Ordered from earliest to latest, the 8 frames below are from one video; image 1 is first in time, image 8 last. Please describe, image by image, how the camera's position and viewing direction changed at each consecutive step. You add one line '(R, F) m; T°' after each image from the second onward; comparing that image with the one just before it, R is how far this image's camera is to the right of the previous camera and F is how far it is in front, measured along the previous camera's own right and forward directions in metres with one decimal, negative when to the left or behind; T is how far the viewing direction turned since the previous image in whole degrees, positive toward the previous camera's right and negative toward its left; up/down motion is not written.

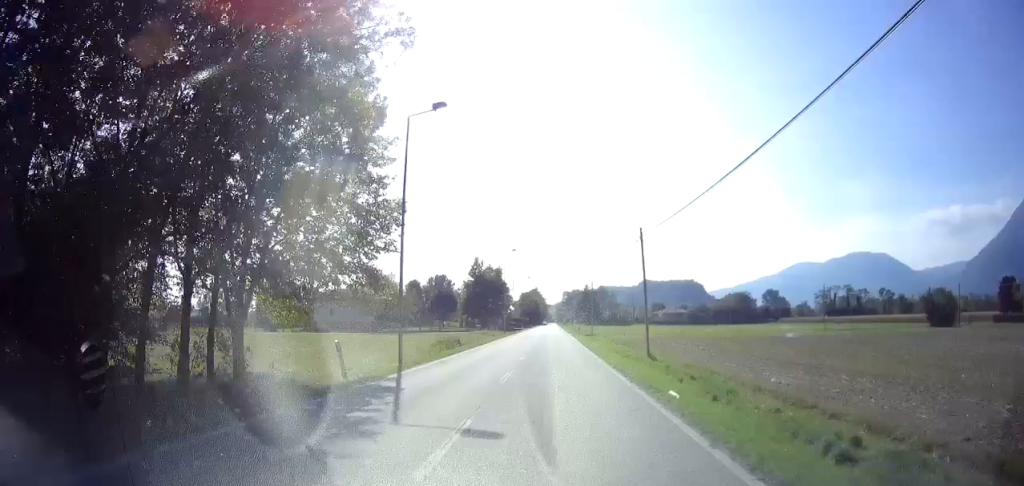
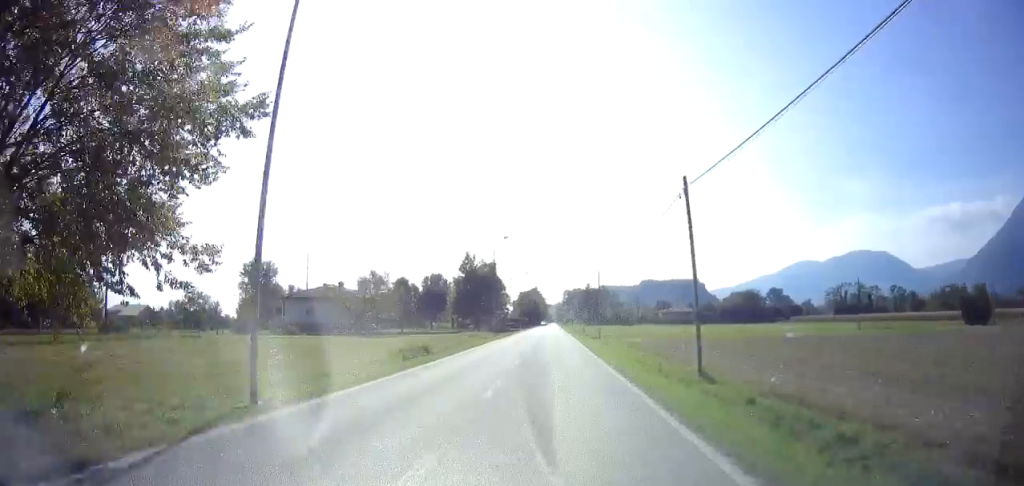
(0.0, +9.3) m; 0°
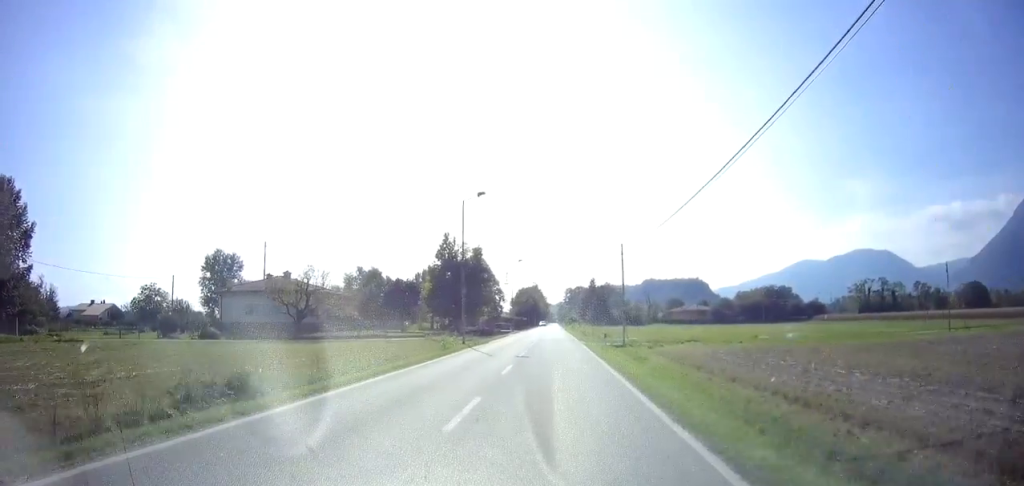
(-0.1, +17.4) m; 0°
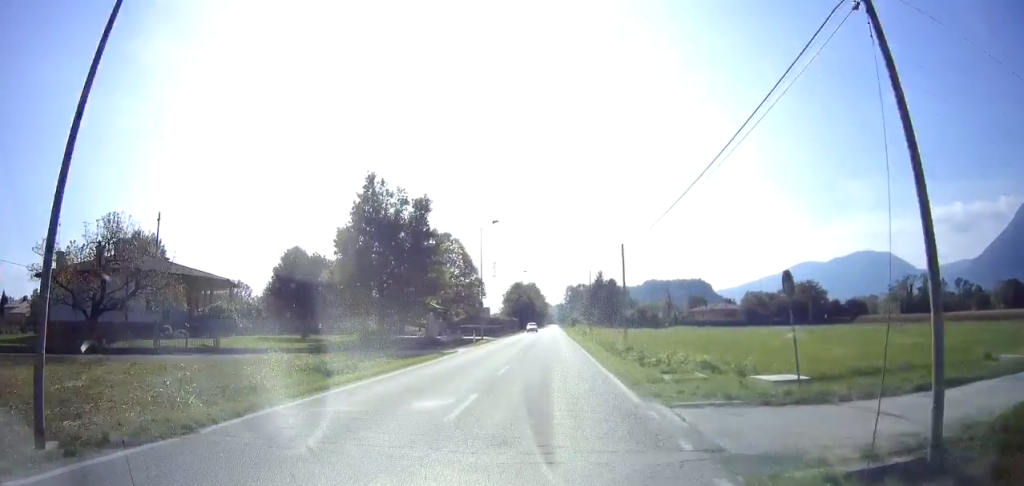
(0.0, +29.0) m; 0°
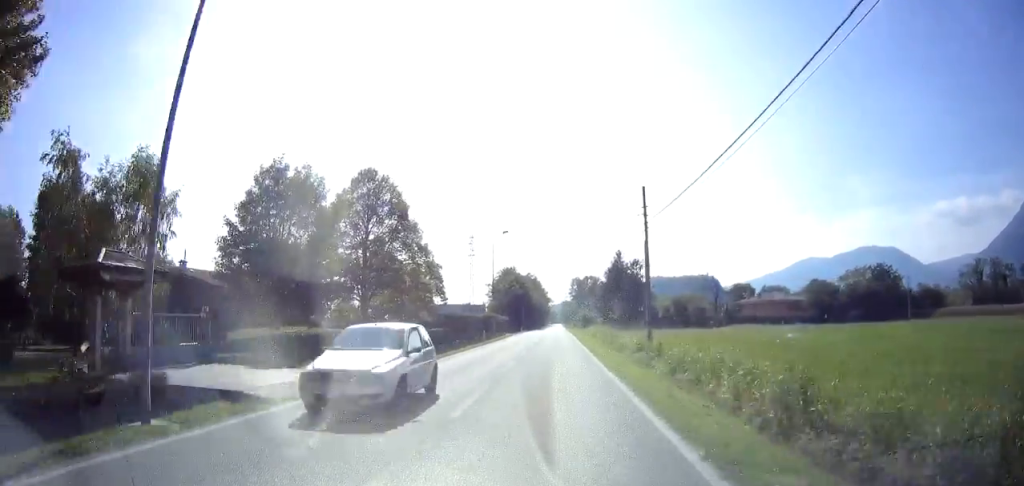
(-0.1, +35.4) m; 0°
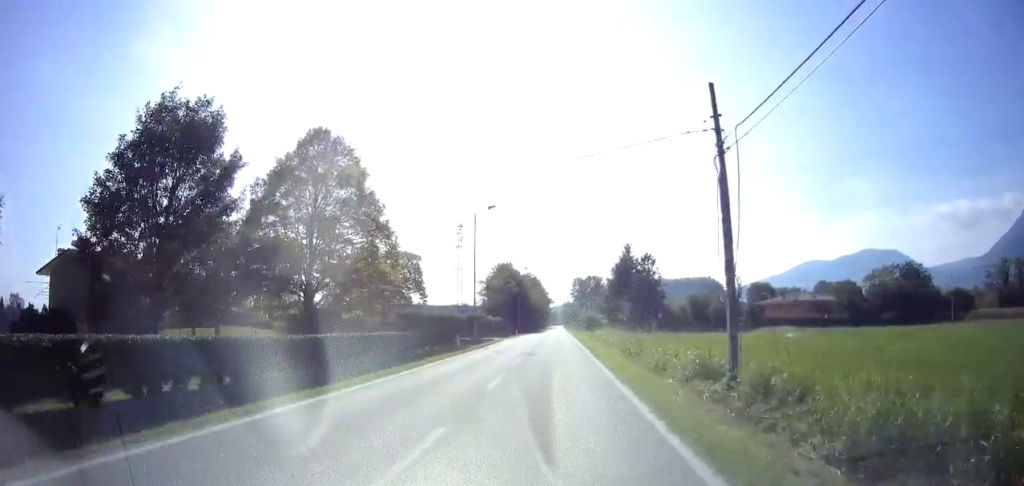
(-0.1, +11.0) m; 0°
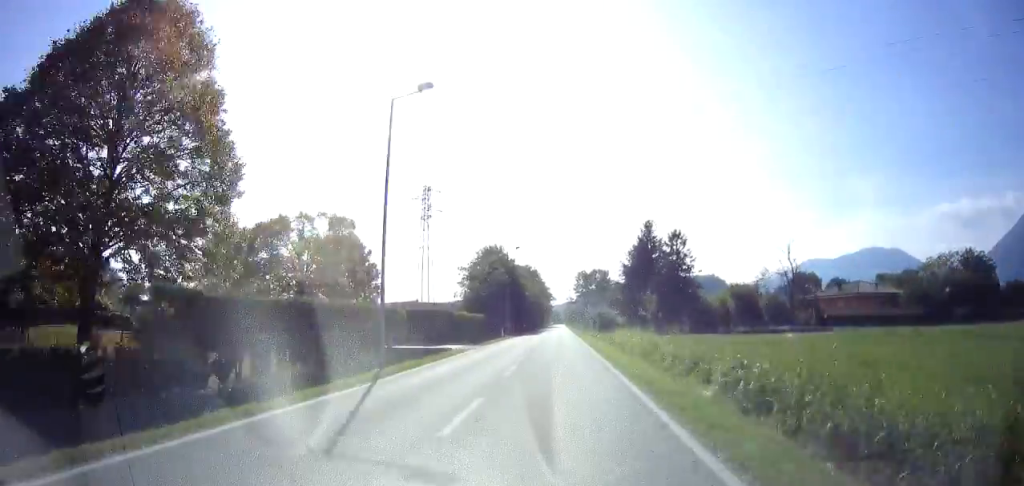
(+0.1, +19.3) m; 0°
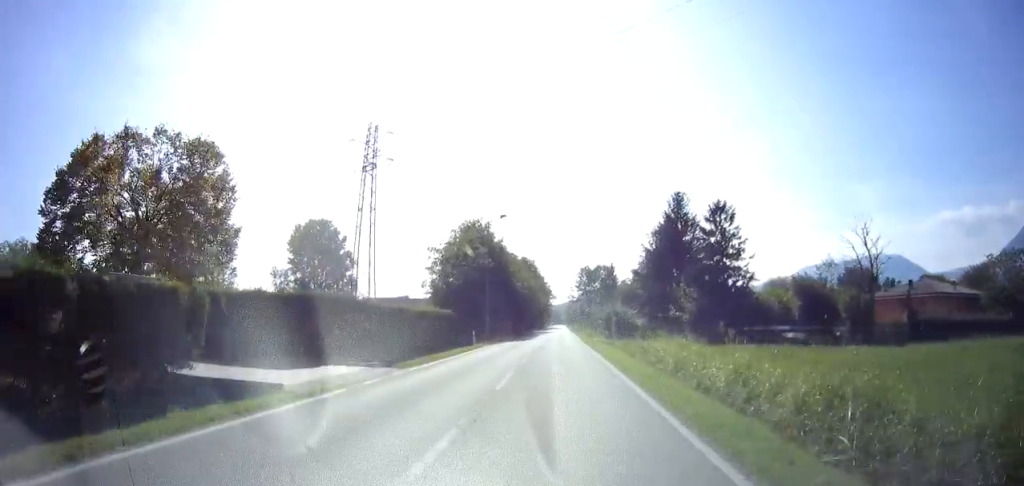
(0.0, +17.7) m; 0°
